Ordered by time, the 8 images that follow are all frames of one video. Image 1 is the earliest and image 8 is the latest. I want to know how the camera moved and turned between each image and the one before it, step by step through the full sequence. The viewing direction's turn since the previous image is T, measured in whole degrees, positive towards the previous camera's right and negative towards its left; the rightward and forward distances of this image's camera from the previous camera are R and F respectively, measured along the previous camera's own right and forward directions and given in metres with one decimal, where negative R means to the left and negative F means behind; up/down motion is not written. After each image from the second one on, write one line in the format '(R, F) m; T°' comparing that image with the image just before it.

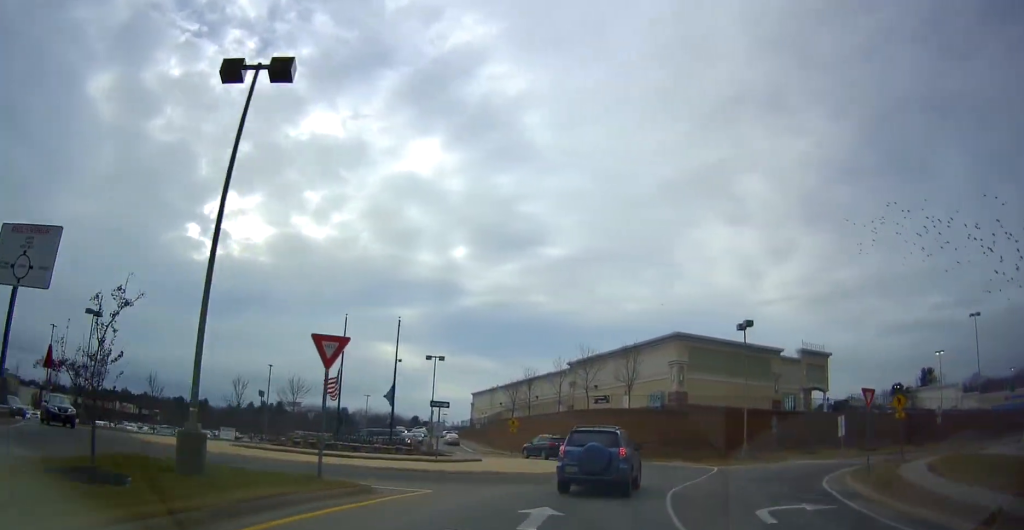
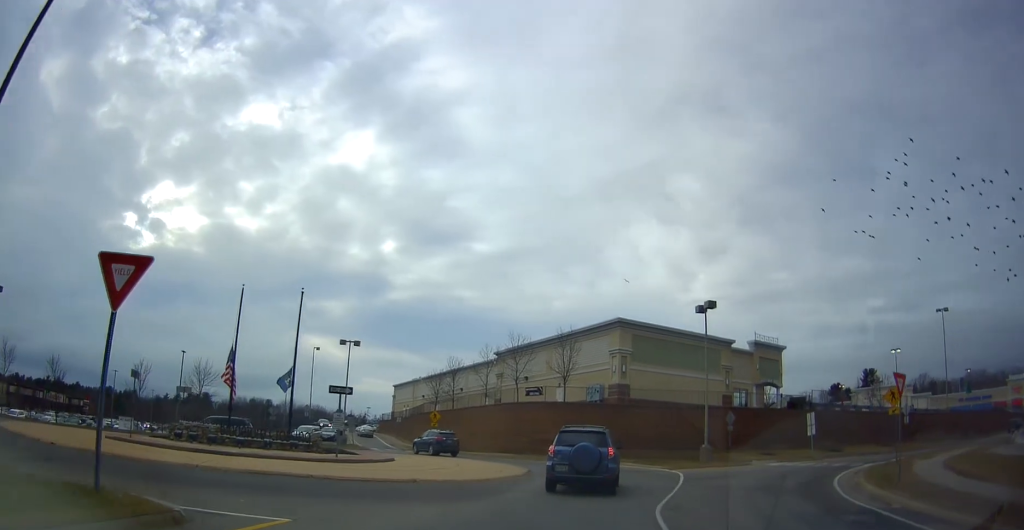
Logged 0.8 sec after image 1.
(+0.3, +5.5) m; +3°
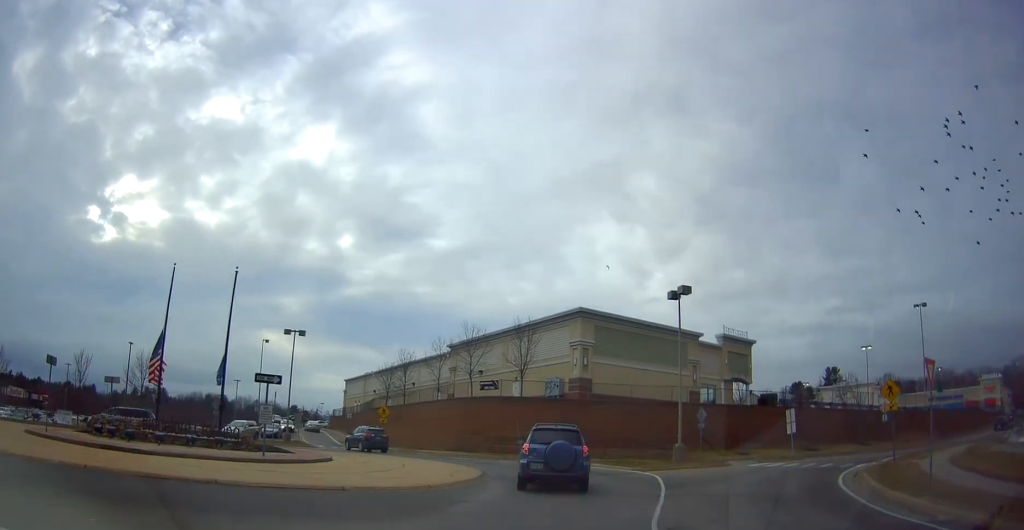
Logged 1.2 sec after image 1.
(0.0, +3.0) m; +3°
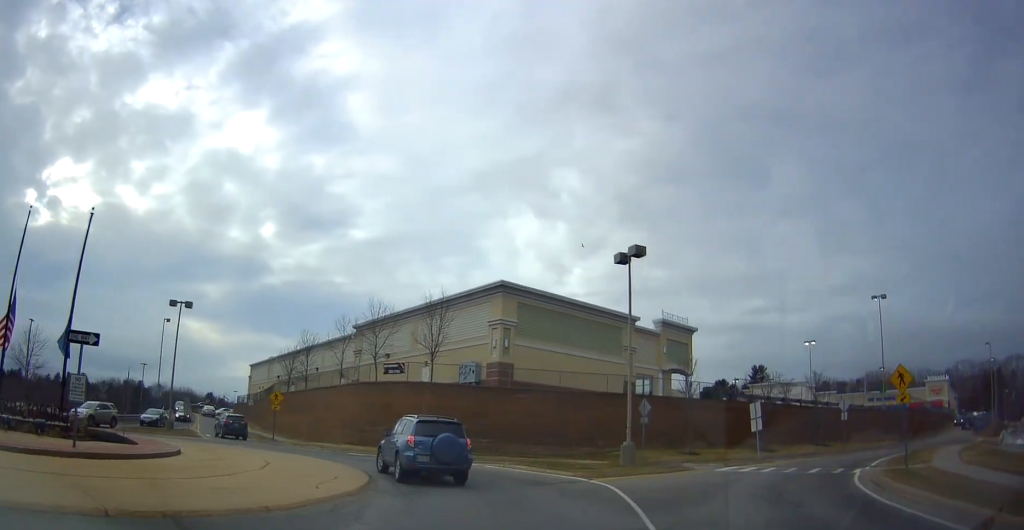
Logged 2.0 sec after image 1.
(0.0, +6.0) m; +7°
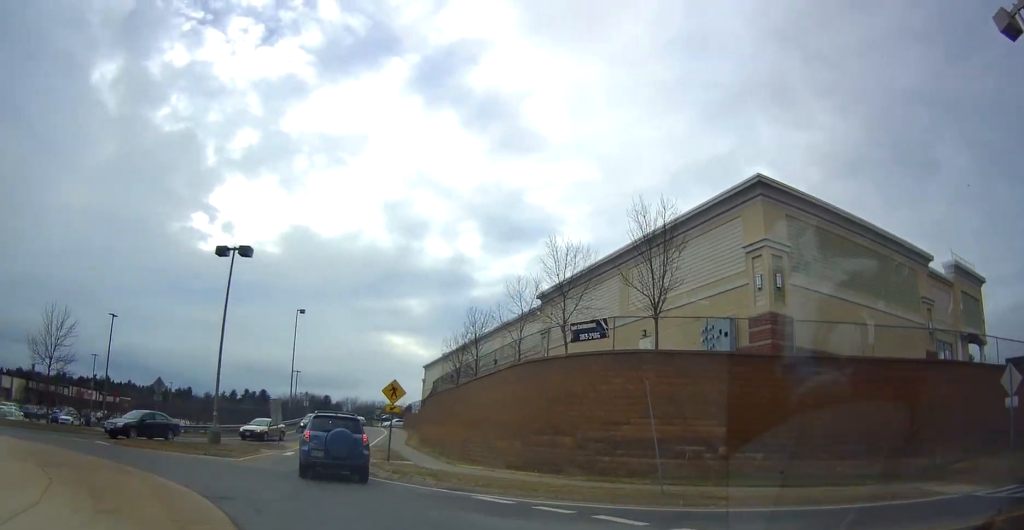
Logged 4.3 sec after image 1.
(-0.5, +16.6) m; -17°
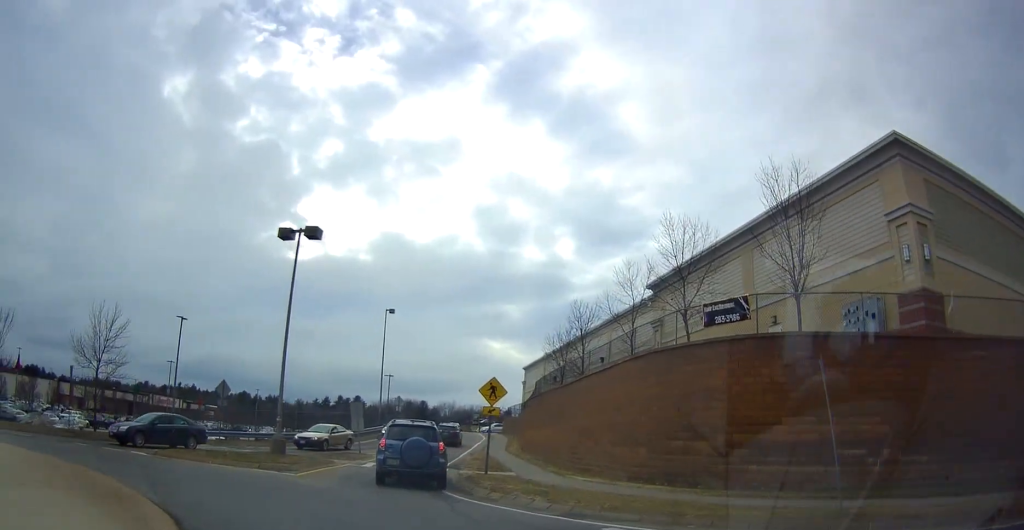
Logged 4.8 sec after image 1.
(-0.3, +3.8) m; -6°
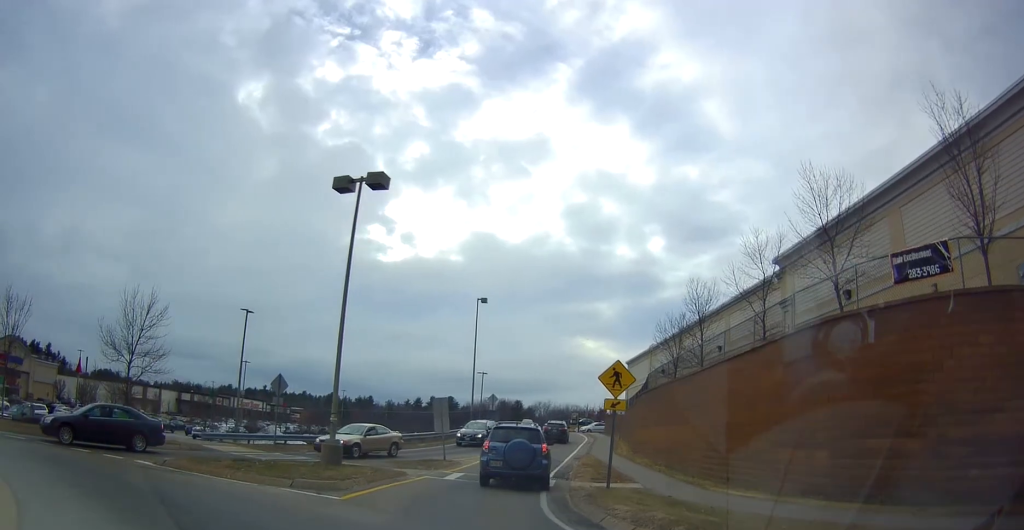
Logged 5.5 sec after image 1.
(-0.3, +5.2) m; -7°
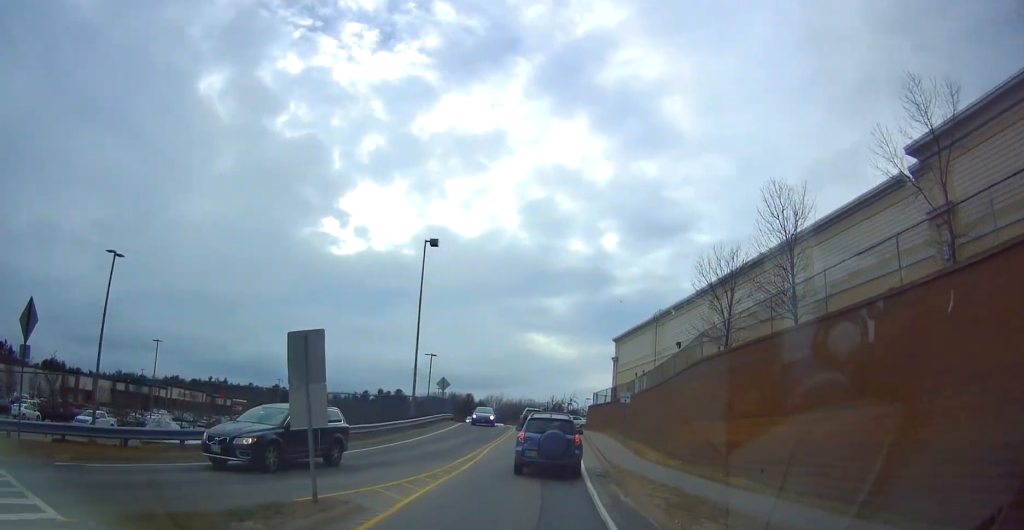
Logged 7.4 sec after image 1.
(-0.6, +14.9) m; +4°
